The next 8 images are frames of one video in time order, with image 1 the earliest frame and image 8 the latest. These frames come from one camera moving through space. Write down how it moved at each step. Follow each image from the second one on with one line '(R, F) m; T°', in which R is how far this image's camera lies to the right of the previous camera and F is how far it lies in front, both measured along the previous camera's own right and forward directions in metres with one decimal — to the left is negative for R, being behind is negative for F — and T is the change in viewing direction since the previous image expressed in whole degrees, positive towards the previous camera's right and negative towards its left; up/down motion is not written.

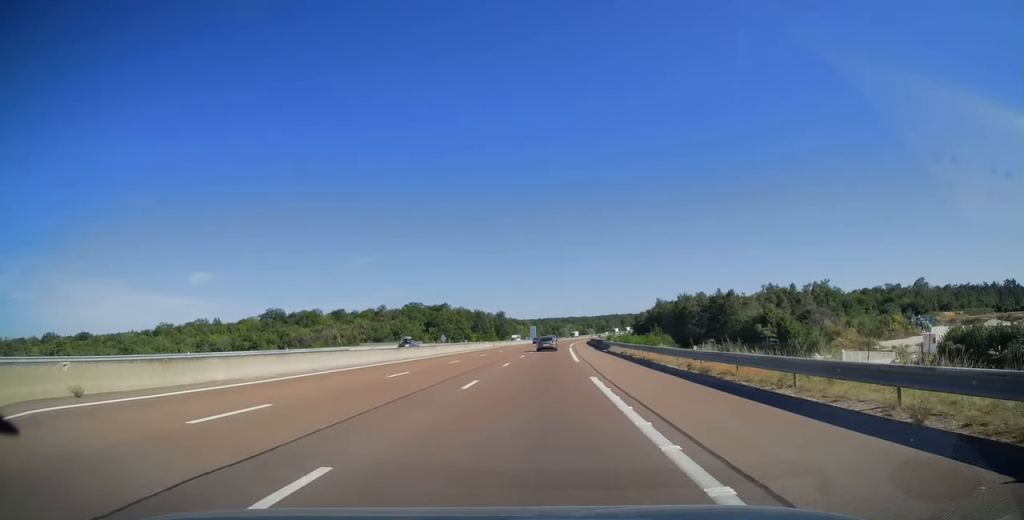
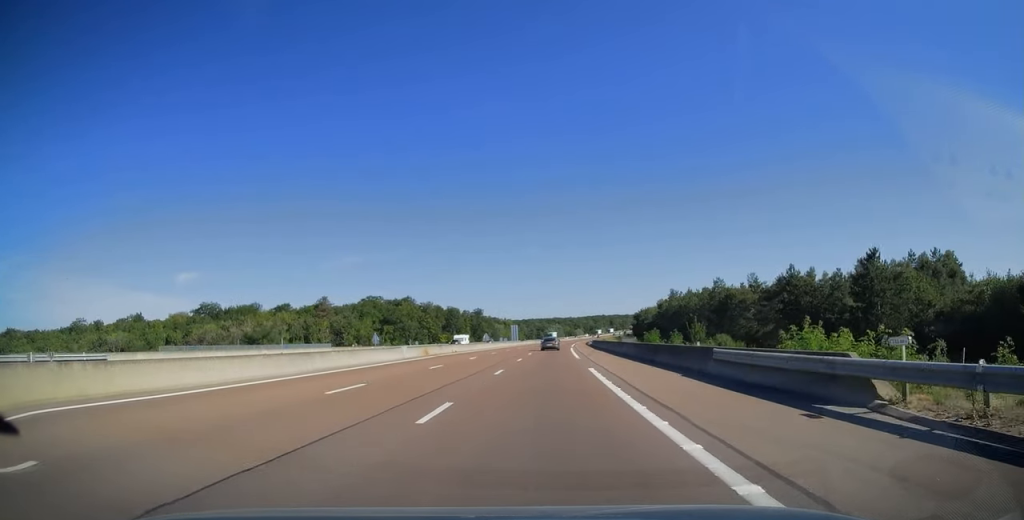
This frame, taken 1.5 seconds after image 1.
(+0.5, +45.7) m; +1°
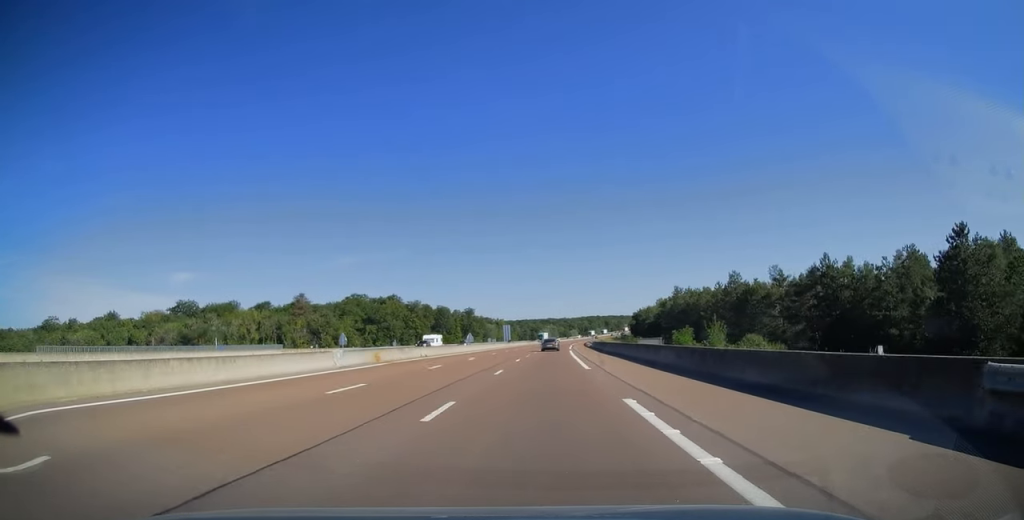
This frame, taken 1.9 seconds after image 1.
(0.0, +12.7) m; 0°
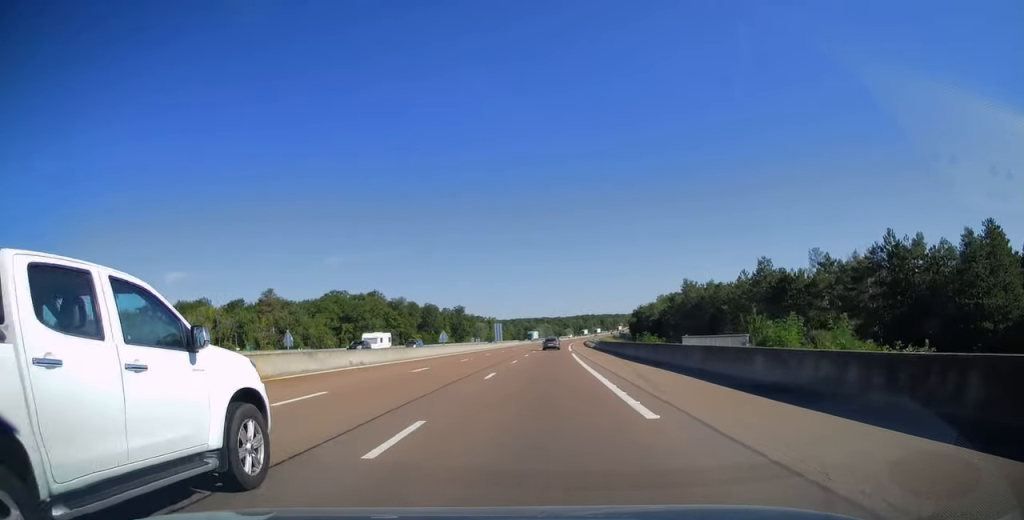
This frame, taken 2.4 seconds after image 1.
(+0.2, +16.2) m; +1°
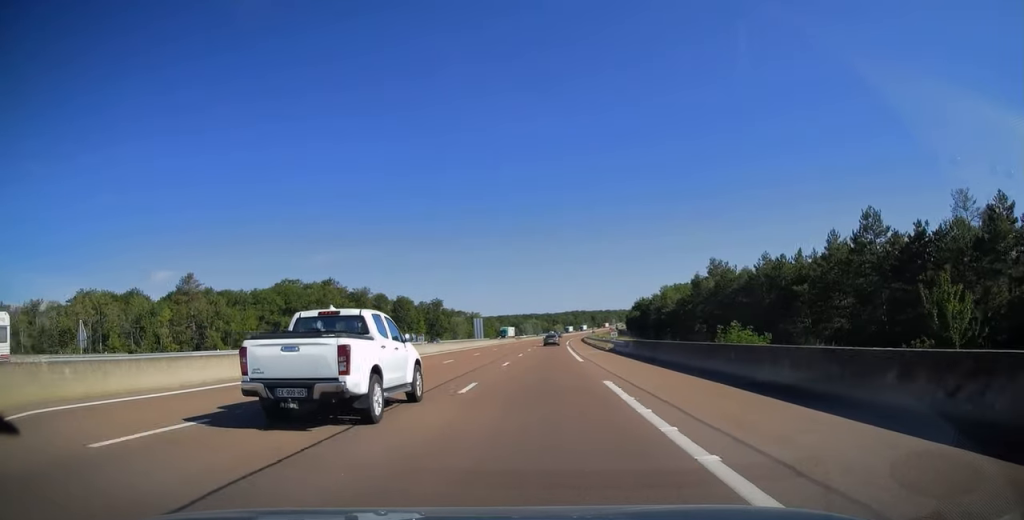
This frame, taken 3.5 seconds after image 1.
(+0.2, +31.4) m; +1°
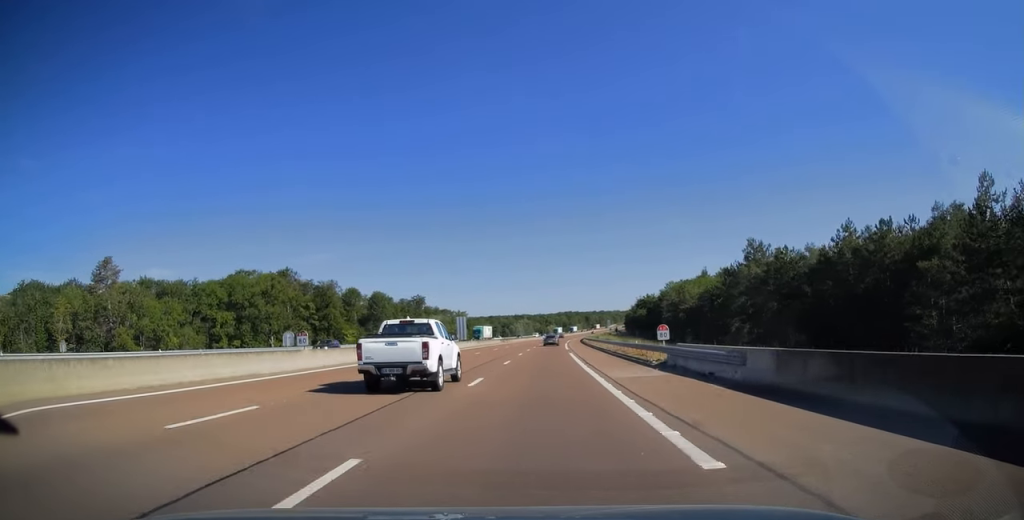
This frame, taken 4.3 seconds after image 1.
(+0.2, +23.8) m; +1°
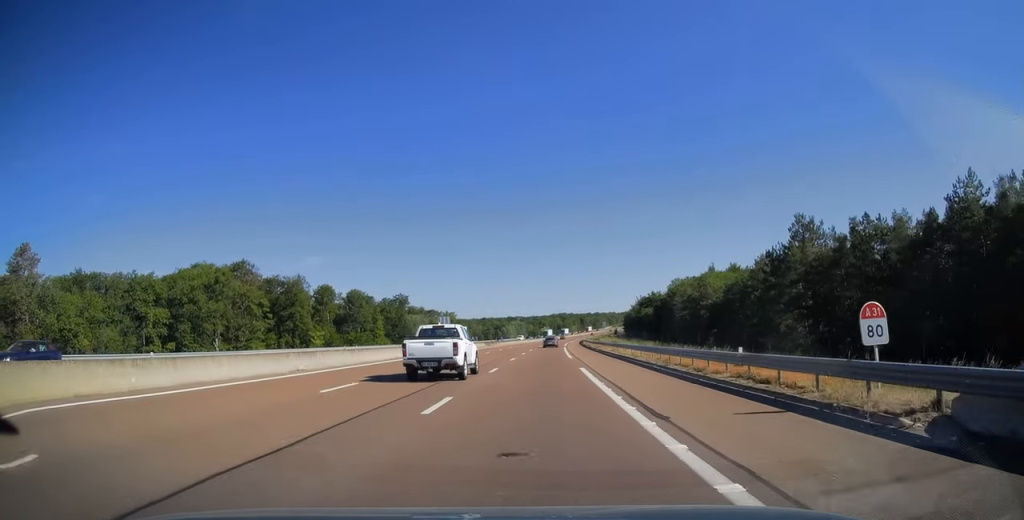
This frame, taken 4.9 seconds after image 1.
(+0.1, +18.8) m; +1°
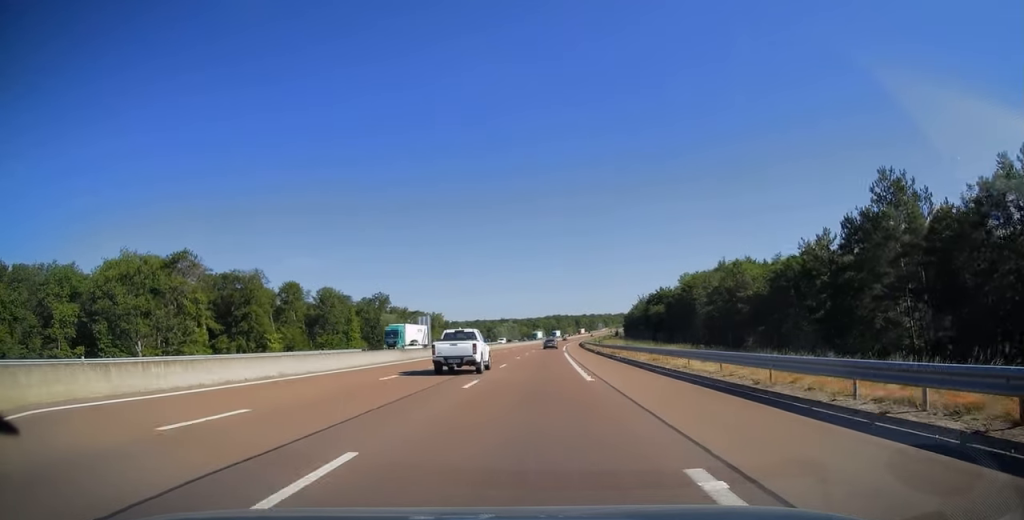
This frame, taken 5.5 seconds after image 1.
(+0.1, +19.8) m; +1°
